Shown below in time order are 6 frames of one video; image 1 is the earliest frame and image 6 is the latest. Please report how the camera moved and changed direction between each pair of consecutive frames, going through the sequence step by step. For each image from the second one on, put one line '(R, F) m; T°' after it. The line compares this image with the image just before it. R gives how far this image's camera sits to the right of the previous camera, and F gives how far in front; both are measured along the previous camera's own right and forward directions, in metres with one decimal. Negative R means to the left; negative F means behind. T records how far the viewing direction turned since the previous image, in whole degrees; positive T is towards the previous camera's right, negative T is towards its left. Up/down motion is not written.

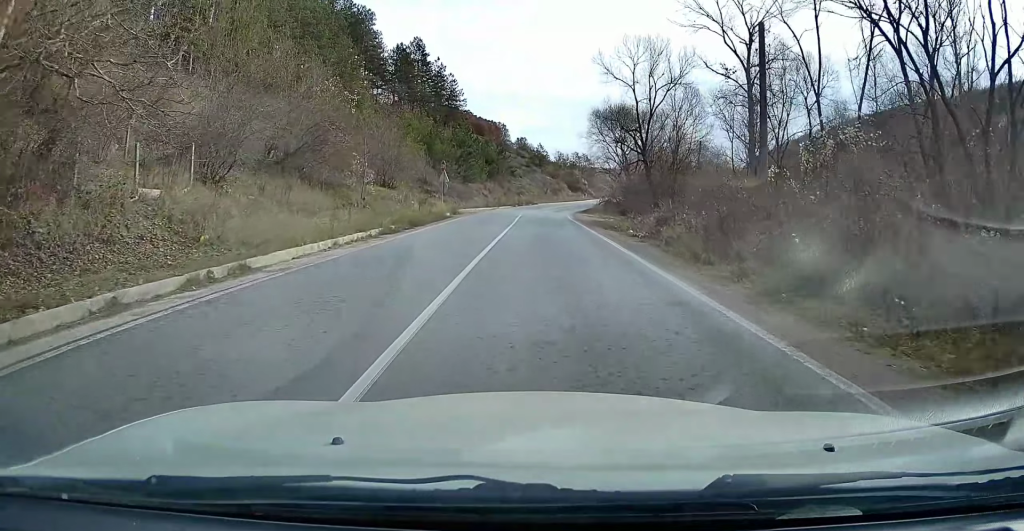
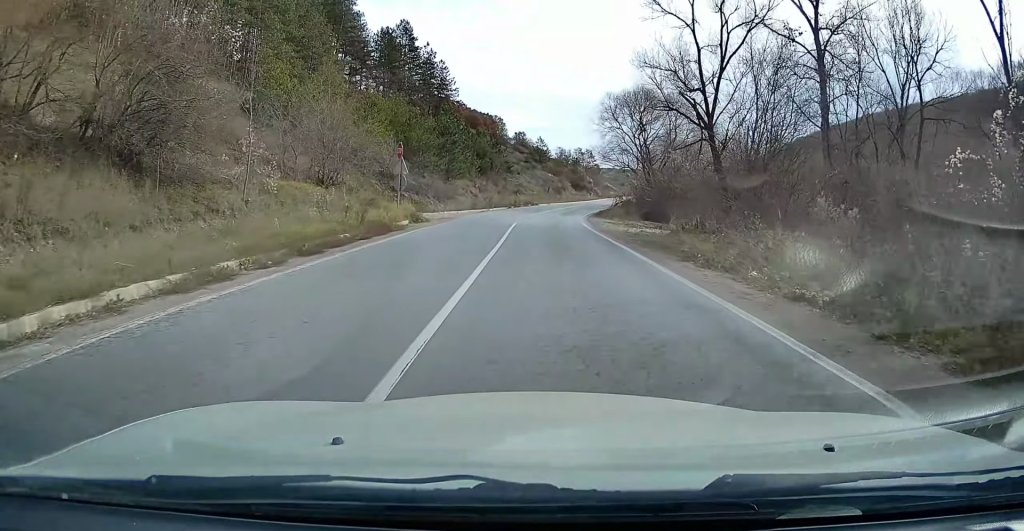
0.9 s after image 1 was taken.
(-0.3, +12.9) m; +1°
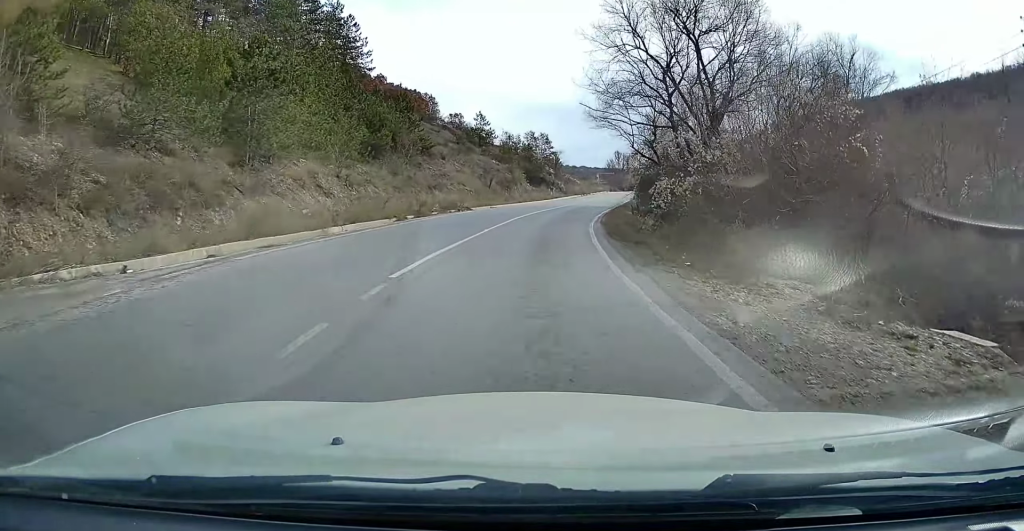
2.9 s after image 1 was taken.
(+1.5, +31.8) m; +4°
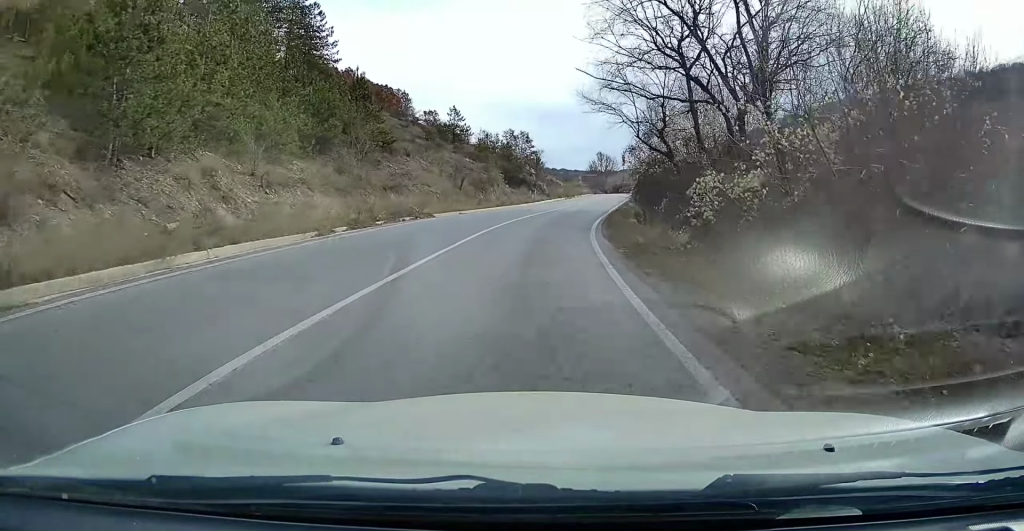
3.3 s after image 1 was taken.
(+0.1, +7.8) m; +2°
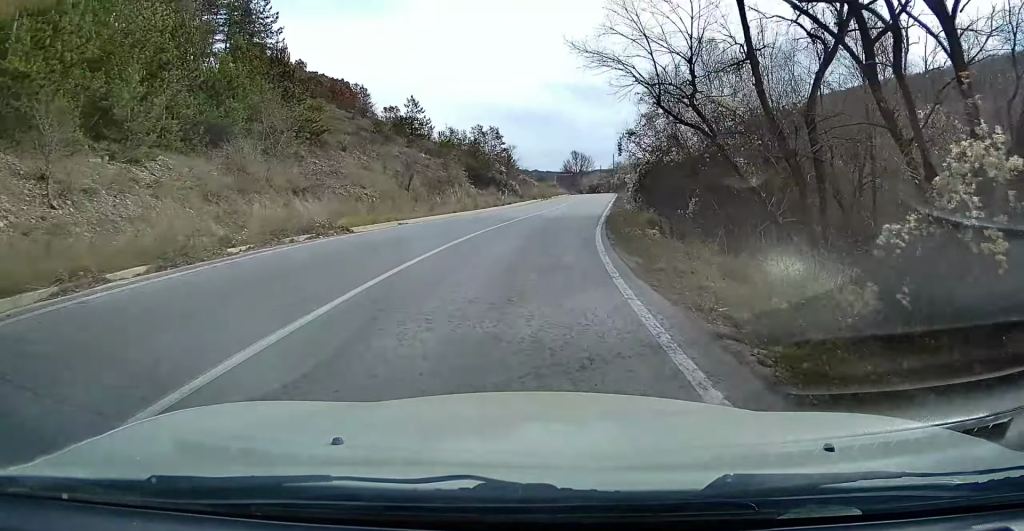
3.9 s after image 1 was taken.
(+0.1, +9.9) m; +3°
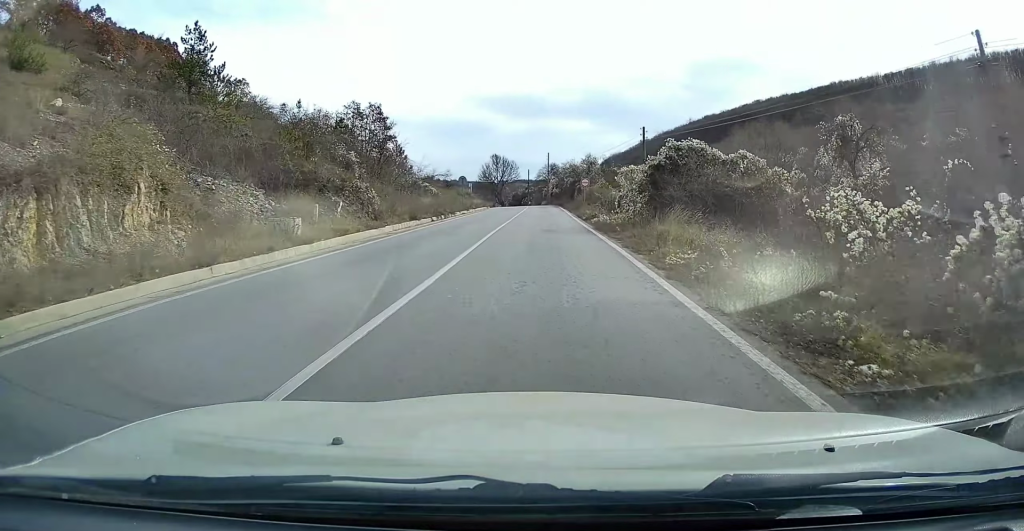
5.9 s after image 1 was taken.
(+2.8, +33.3) m; +7°
